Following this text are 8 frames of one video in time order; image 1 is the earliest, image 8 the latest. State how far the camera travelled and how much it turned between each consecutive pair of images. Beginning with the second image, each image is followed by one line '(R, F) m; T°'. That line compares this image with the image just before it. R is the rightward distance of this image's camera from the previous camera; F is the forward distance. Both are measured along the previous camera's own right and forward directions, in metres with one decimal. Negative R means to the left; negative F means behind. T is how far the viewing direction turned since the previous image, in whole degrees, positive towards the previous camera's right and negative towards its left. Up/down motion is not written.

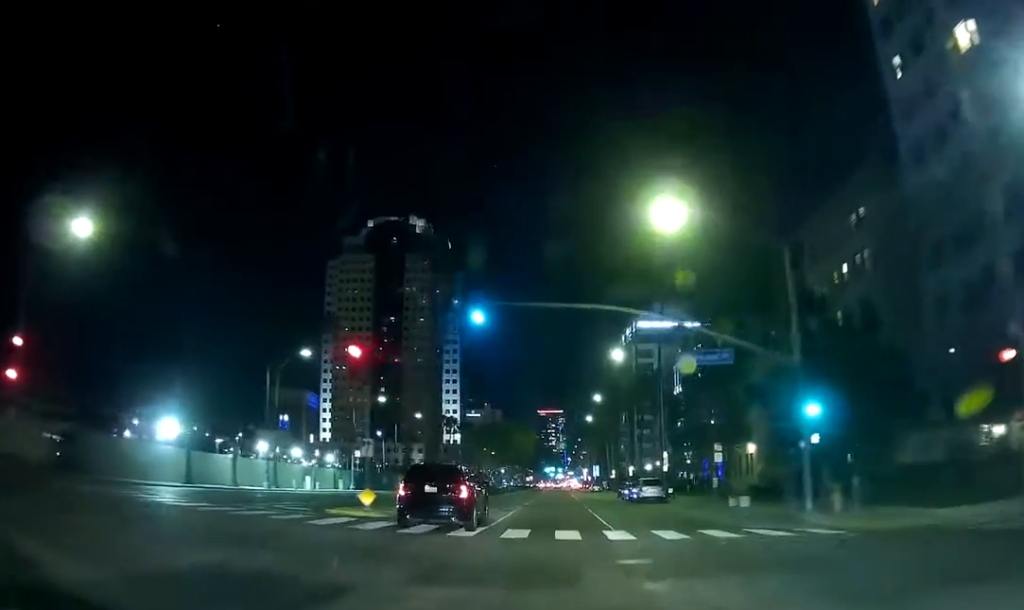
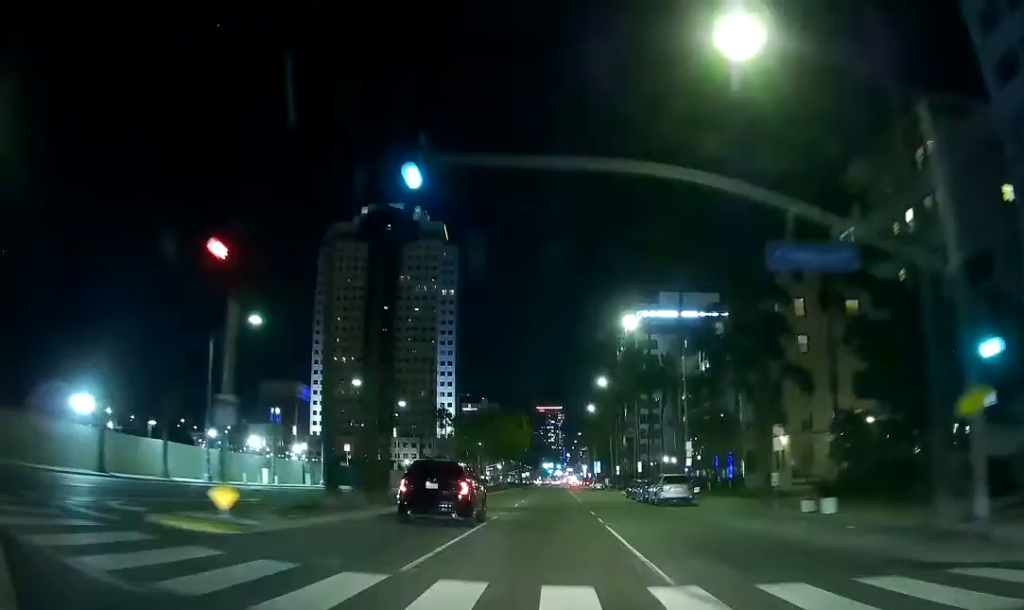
(0.0, +11.3) m; 0°
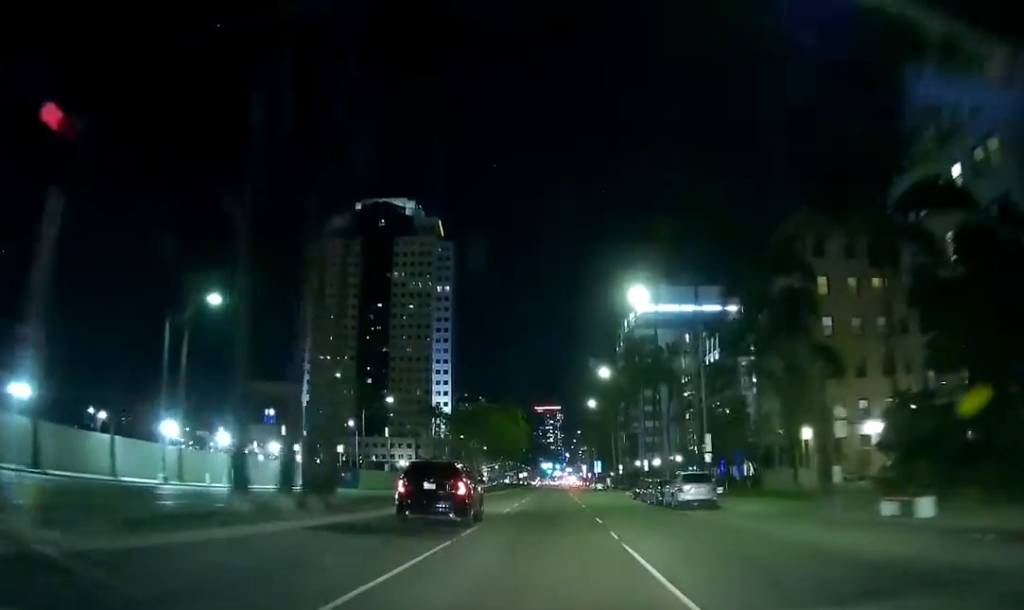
(-0.1, +6.5) m; 0°
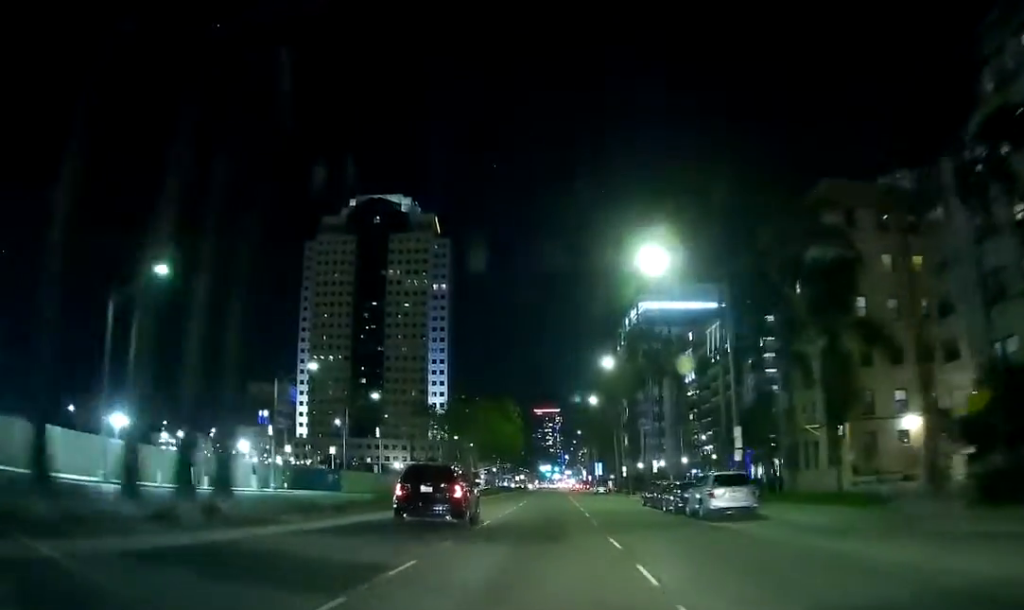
(0.0, +7.5) m; 0°
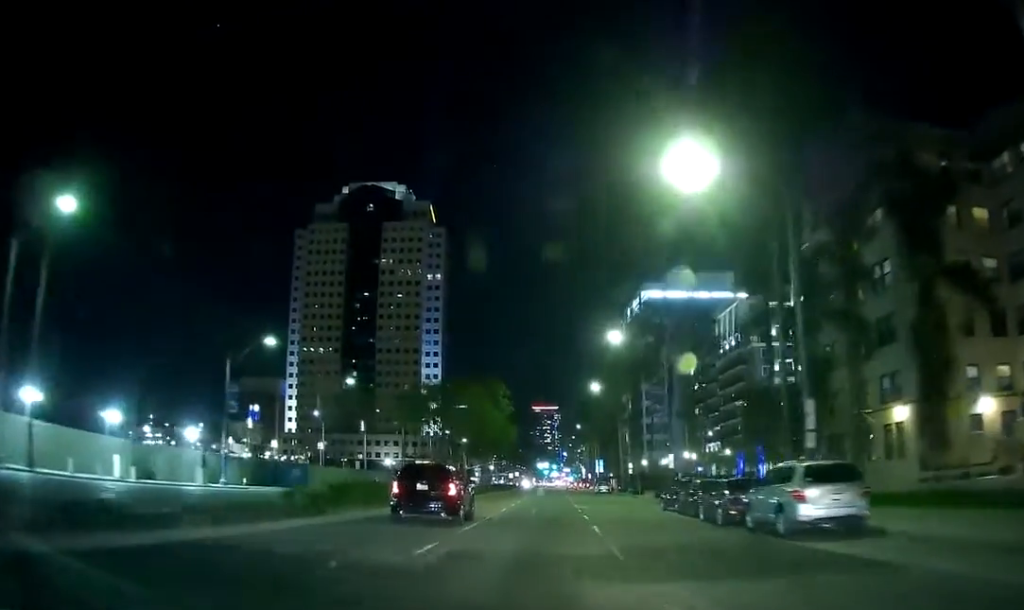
(+0.1, +10.0) m; +1°
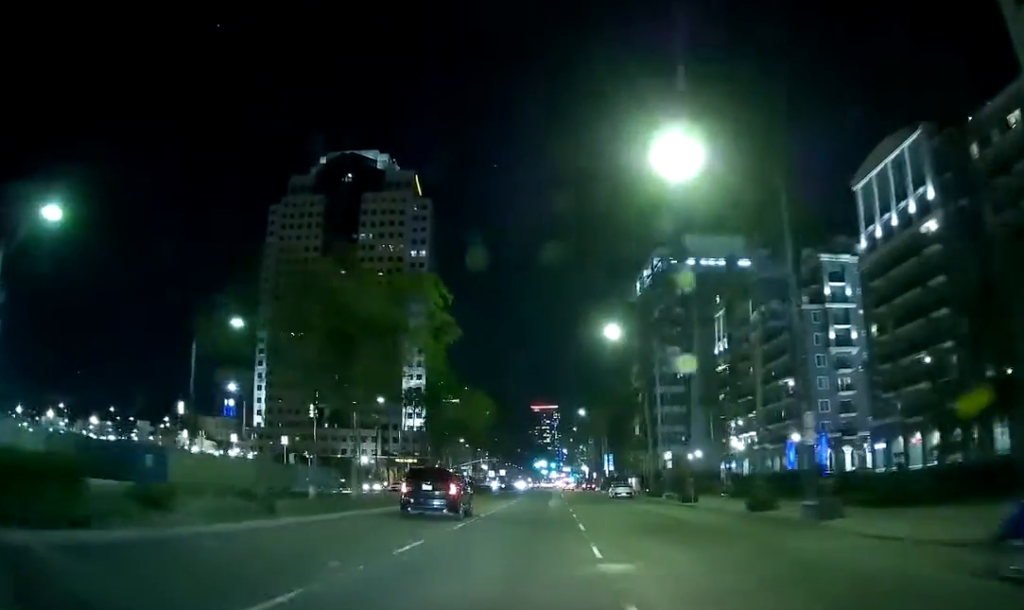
(+0.5, +30.2) m; +2°
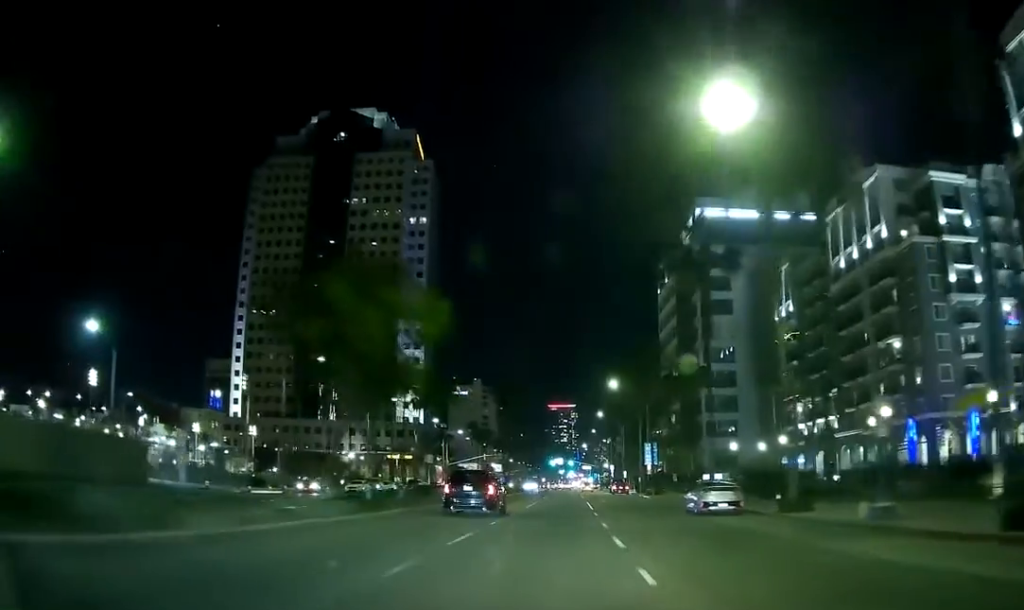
(-0.4, +31.4) m; -1°
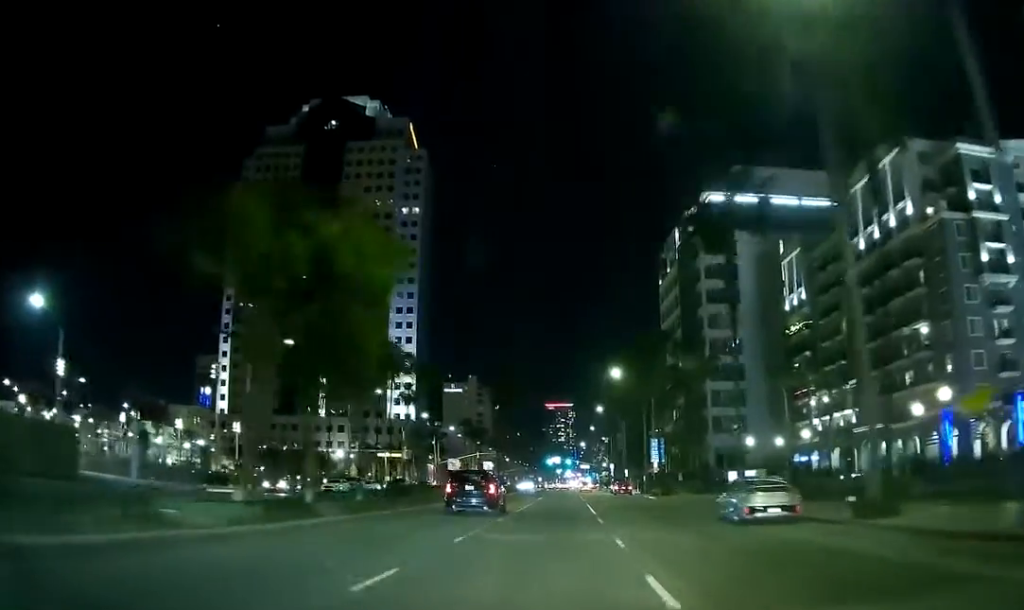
(+0.1, +7.2) m; +1°
